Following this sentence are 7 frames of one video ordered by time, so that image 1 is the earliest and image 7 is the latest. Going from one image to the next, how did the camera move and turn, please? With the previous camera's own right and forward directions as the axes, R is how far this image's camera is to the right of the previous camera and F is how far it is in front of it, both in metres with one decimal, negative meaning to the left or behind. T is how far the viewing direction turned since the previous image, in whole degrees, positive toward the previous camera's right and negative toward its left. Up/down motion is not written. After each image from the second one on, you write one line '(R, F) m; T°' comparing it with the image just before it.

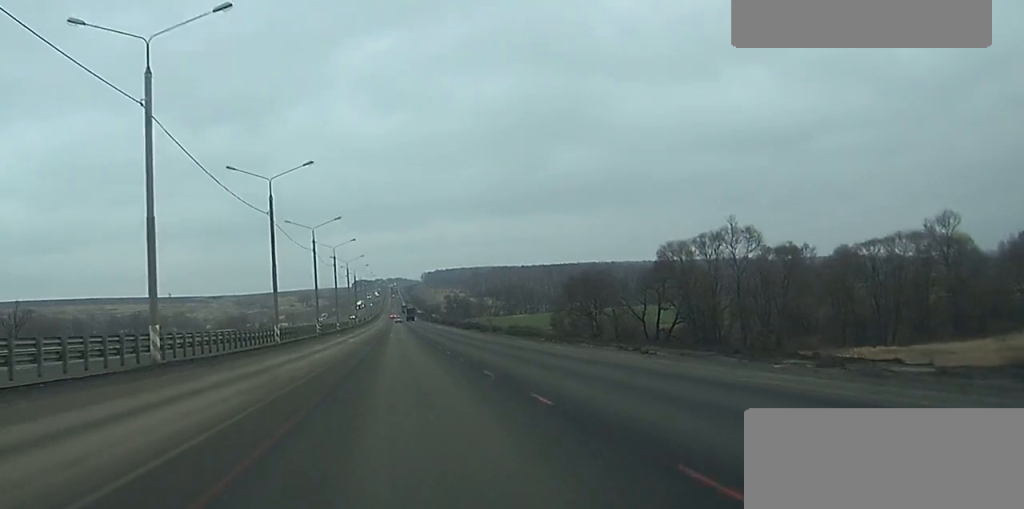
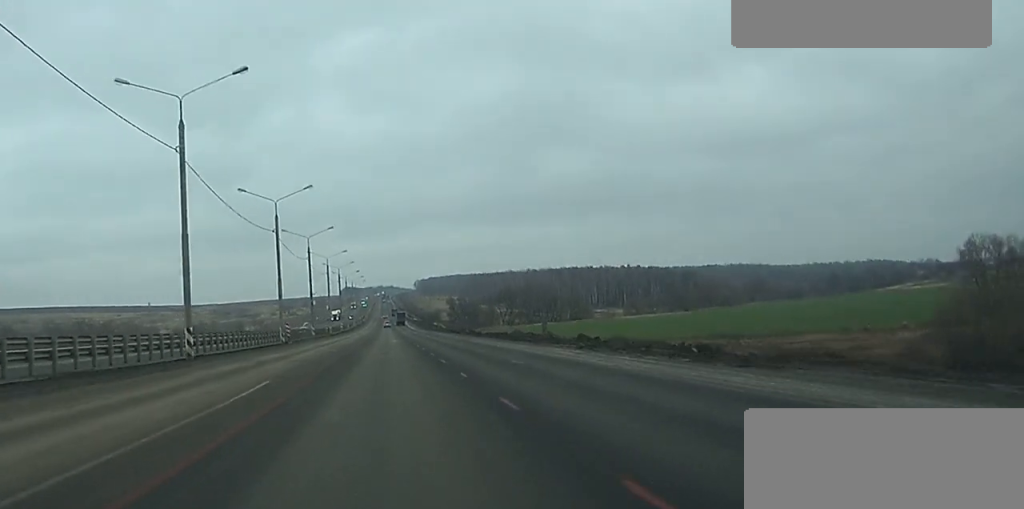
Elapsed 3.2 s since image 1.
(+0.8, +88.0) m; +1°
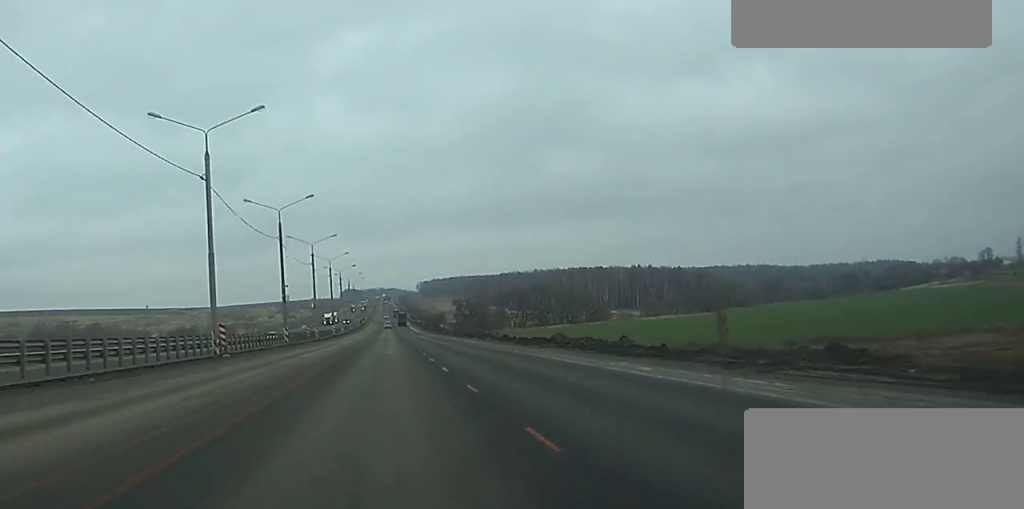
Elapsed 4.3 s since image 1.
(0.0, +28.0) m; 0°
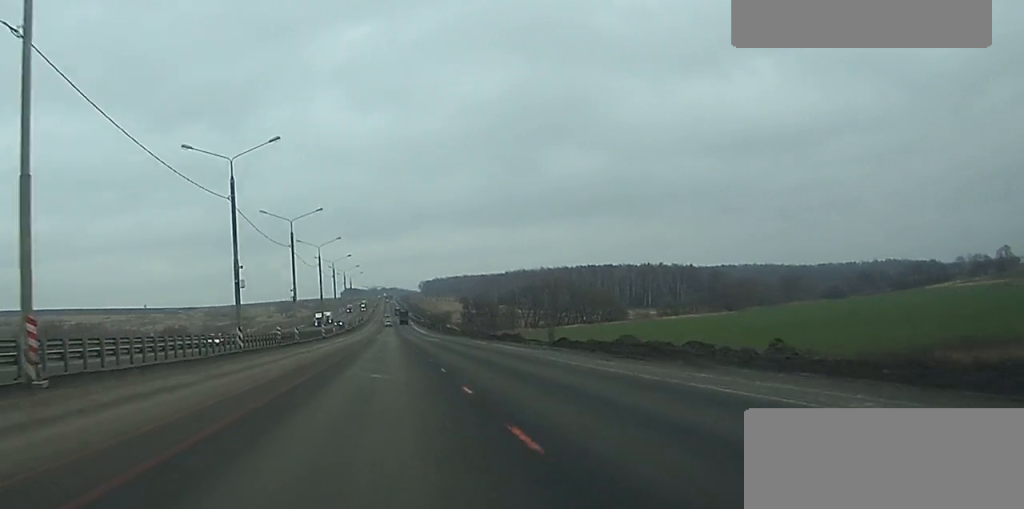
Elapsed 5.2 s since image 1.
(0.0, +24.2) m; 0°
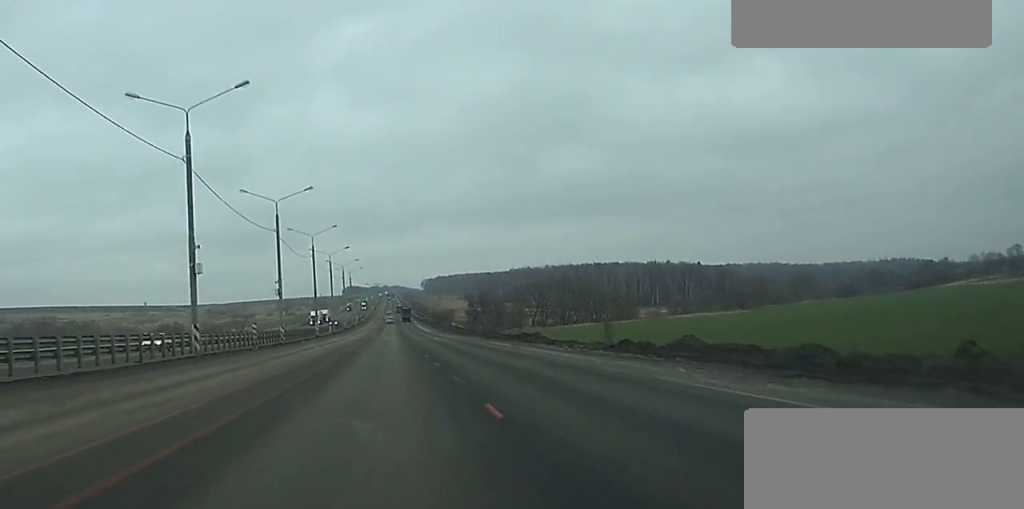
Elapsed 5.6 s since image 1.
(0.0, +12.5) m; 0°
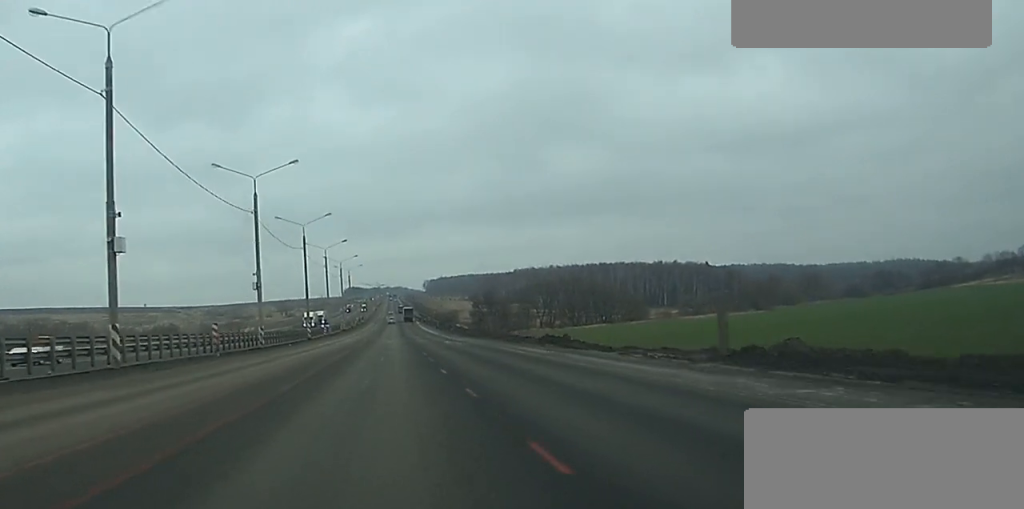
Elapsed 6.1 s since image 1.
(0.0, +12.5) m; 0°
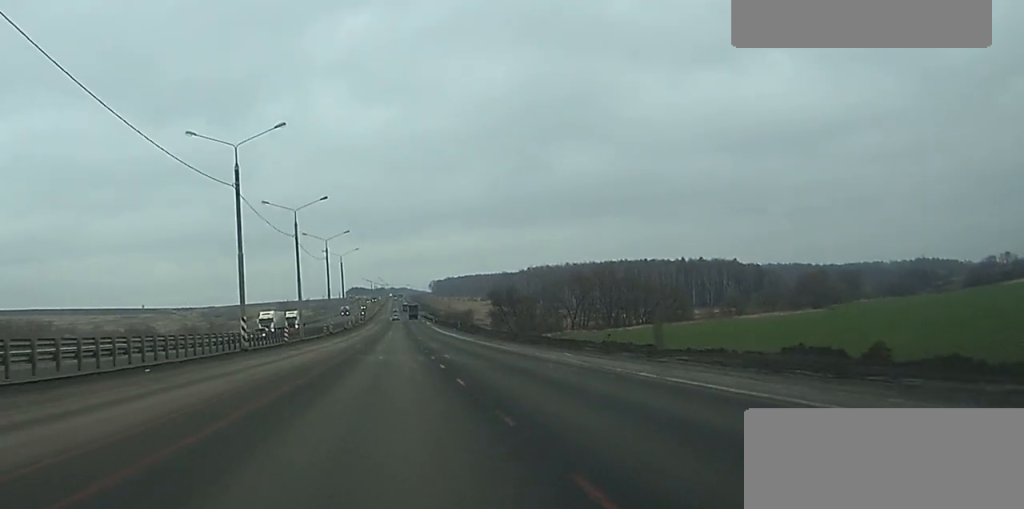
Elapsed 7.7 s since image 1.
(-0.3, +43.2) m; 0°
